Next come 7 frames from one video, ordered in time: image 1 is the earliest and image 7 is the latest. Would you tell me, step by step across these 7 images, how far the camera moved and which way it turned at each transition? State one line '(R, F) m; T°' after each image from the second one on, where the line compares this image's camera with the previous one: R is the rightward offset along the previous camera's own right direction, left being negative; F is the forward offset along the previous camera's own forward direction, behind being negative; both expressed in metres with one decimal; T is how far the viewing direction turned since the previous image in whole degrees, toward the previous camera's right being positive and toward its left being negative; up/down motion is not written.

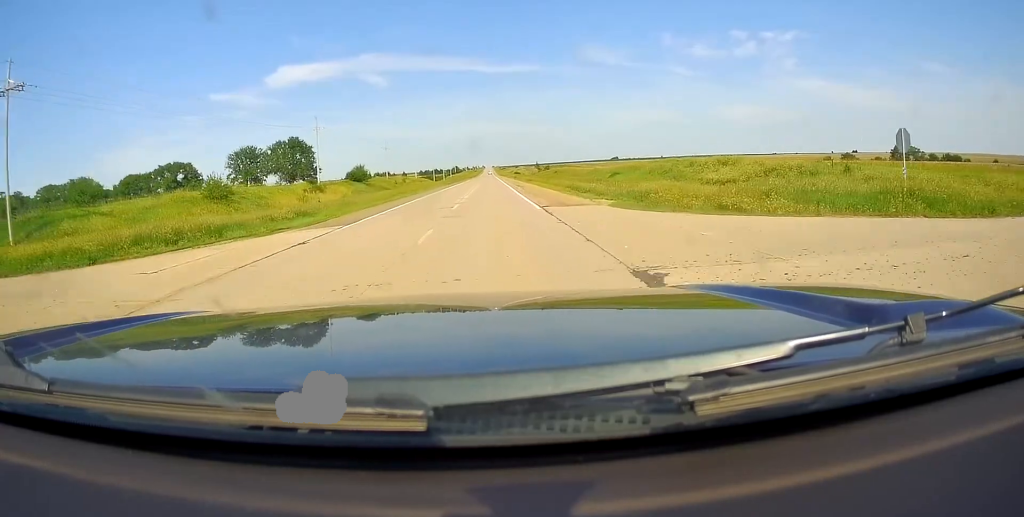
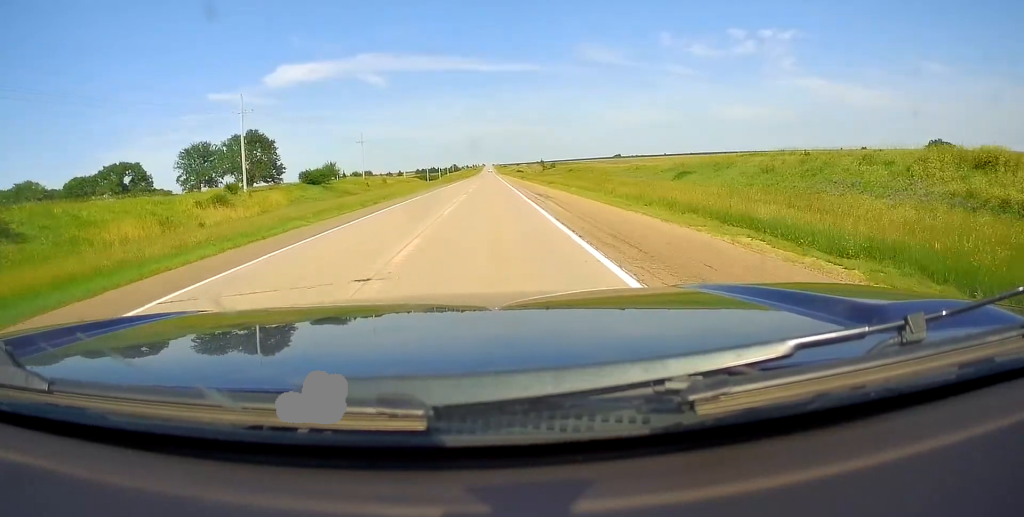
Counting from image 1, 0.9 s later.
(0.0, +27.1) m; 0°
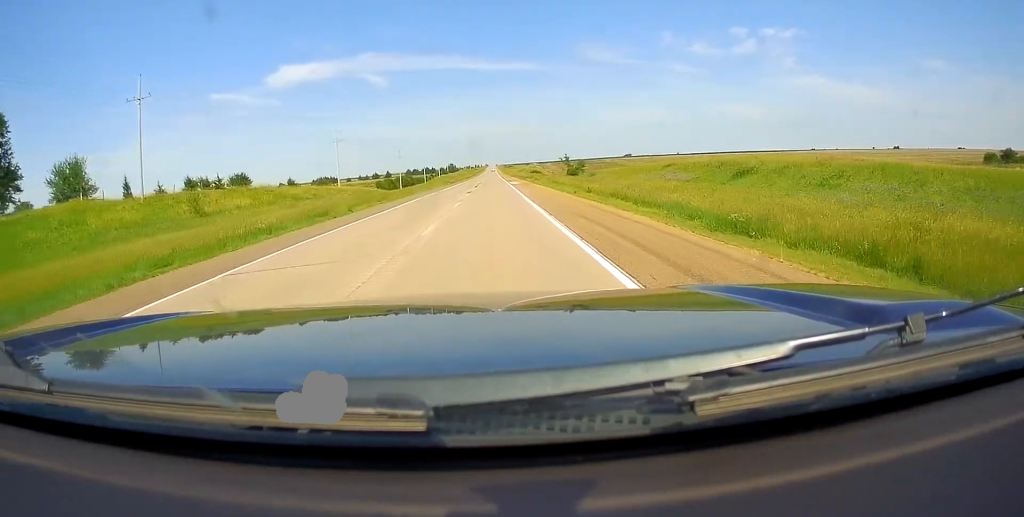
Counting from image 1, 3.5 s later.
(0.0, +80.4) m; 0°
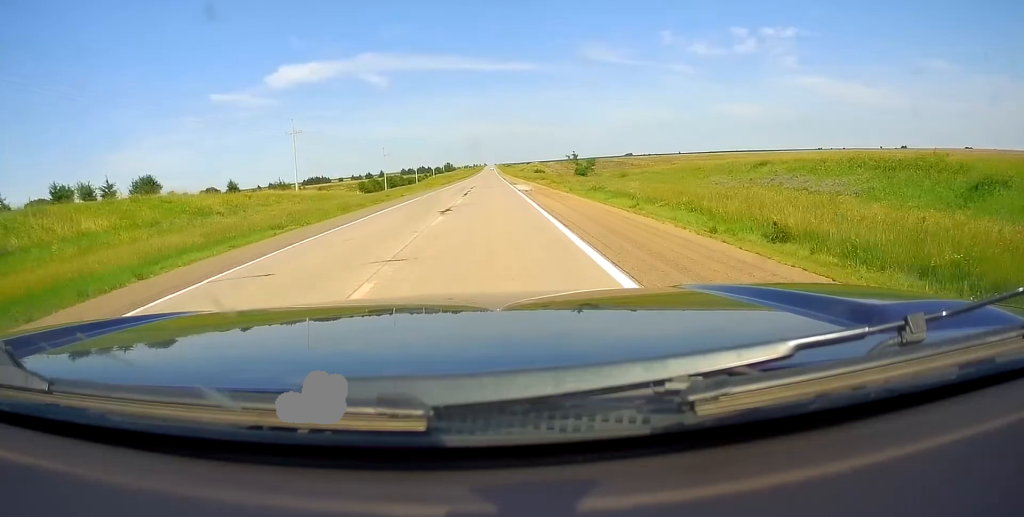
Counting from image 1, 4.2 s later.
(0.0, +21.7) m; 0°
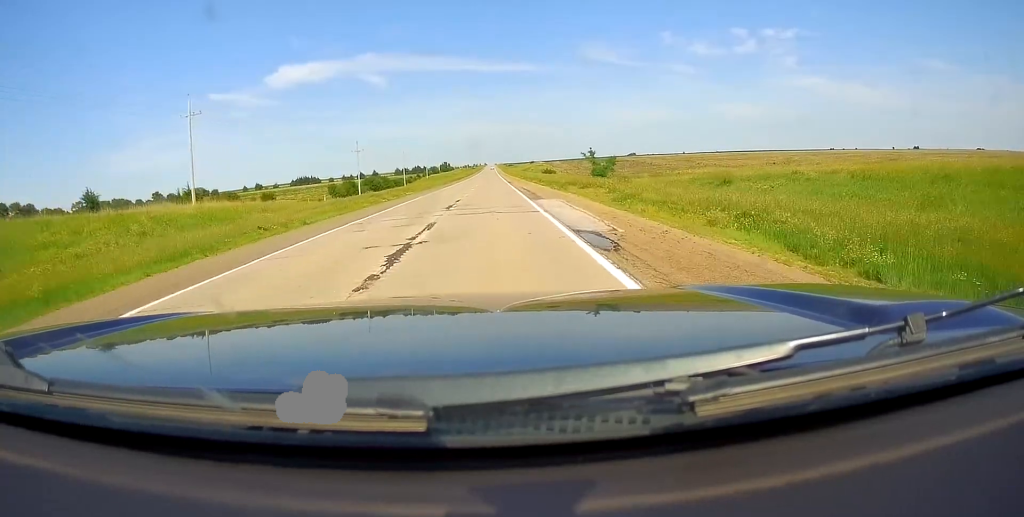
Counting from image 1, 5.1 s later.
(0.0, +28.9) m; 0°
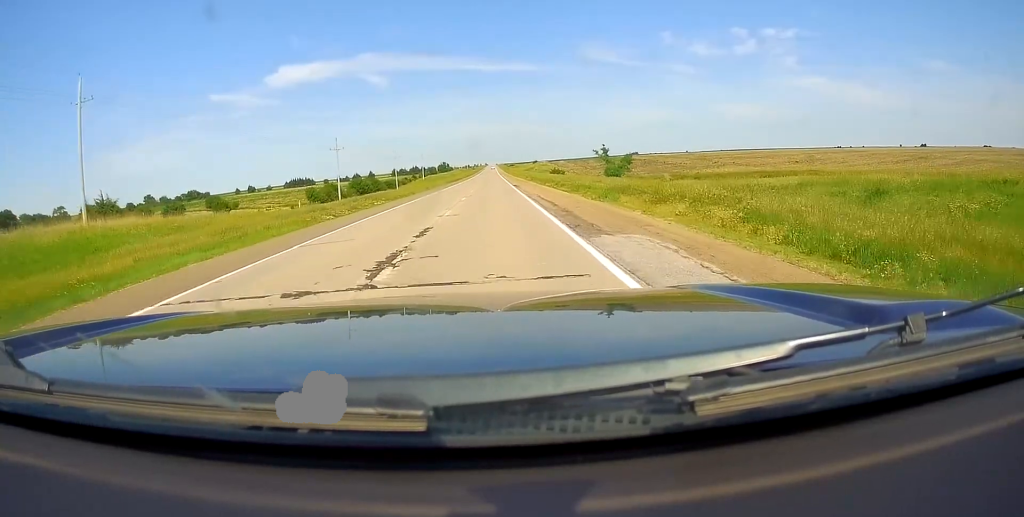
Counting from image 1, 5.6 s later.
(0.0, +16.0) m; 0°
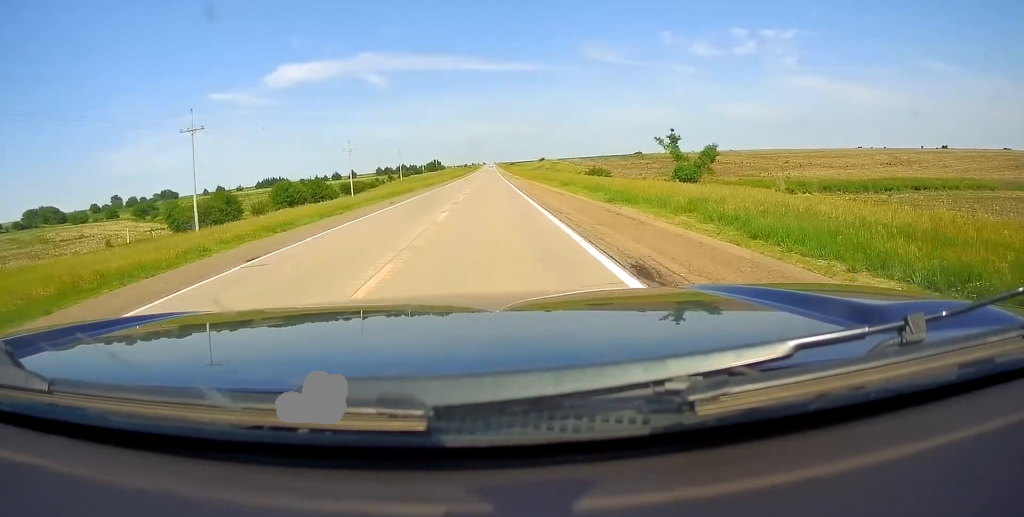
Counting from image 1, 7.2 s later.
(0.0, +50.1) m; 0°
